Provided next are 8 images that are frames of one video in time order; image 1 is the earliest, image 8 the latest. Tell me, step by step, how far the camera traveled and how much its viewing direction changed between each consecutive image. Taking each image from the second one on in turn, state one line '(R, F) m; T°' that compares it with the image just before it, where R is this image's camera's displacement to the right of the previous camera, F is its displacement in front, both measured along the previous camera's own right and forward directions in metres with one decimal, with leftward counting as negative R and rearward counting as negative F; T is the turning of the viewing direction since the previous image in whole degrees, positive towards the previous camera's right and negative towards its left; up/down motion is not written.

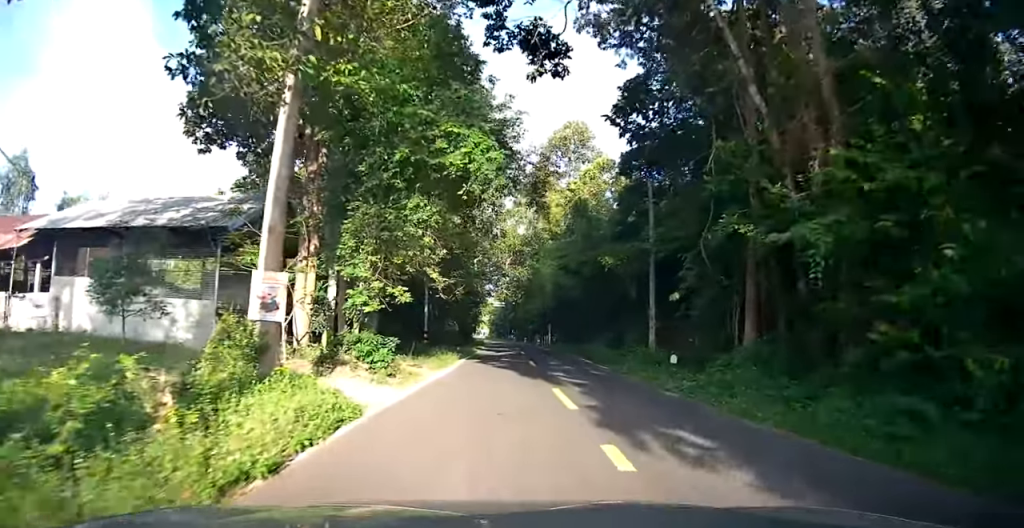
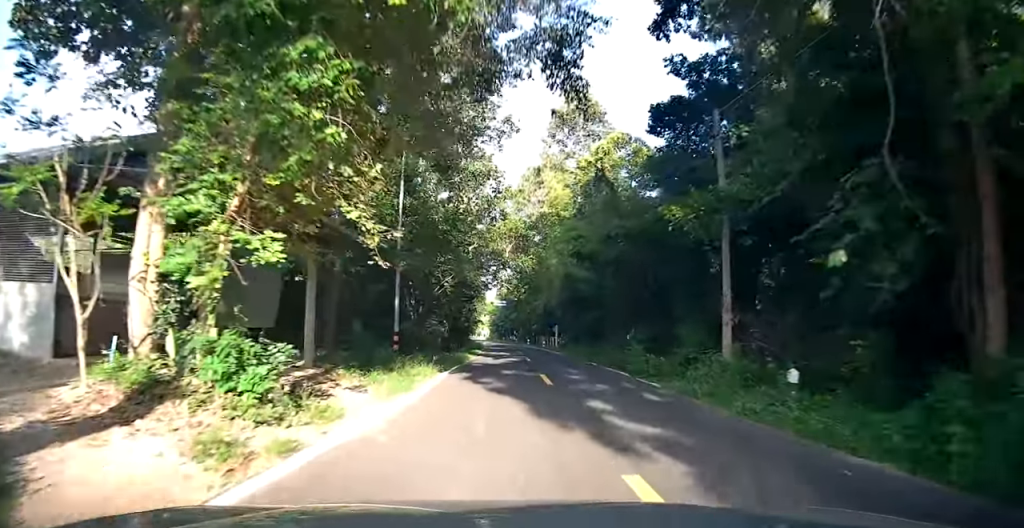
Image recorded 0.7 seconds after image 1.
(-0.1, +7.2) m; 0°
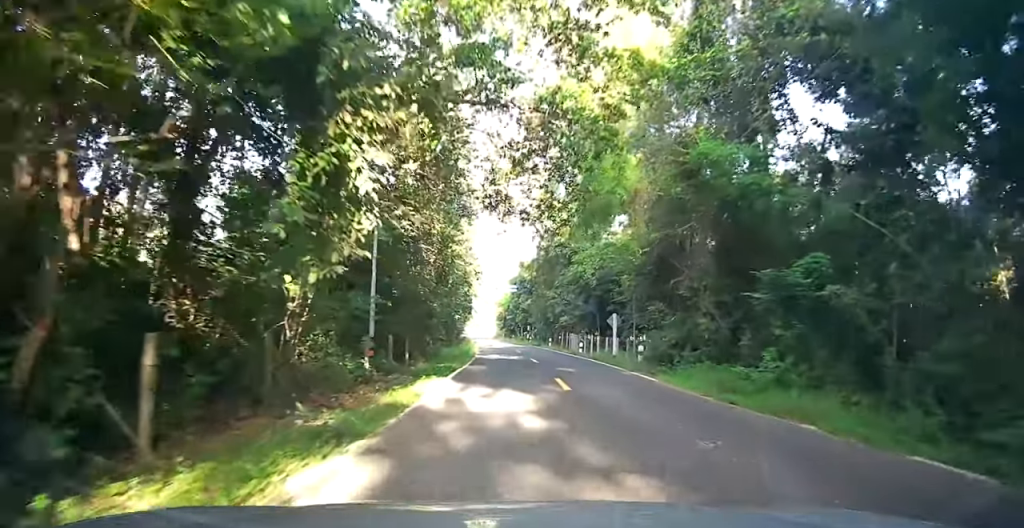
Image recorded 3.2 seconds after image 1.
(0.0, +24.2) m; -1°
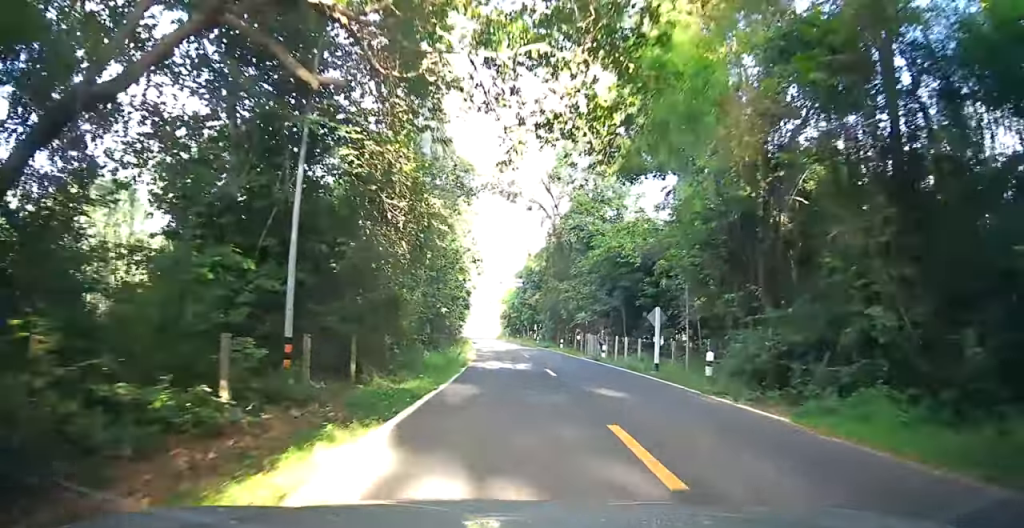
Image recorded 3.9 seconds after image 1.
(0.0, +7.0) m; 0°
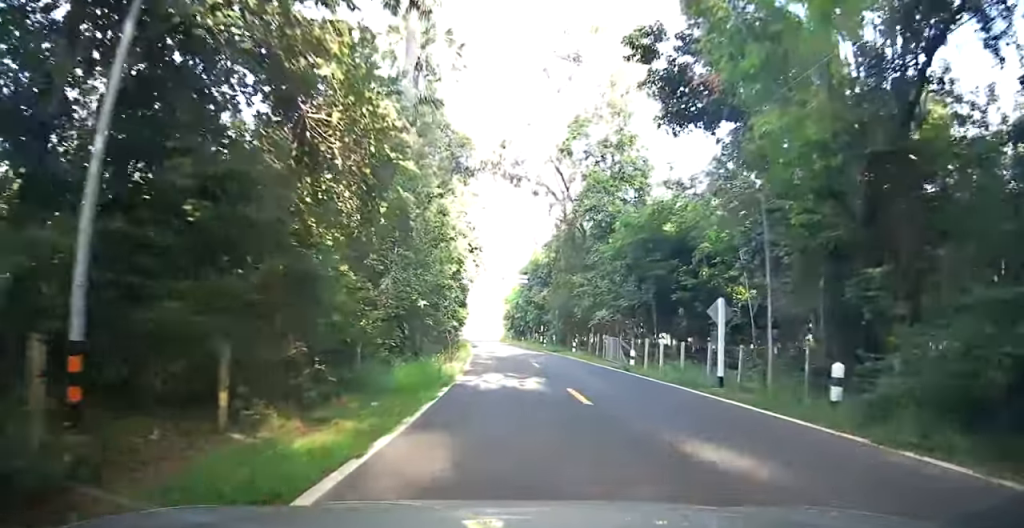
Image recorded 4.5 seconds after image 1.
(-0.1, +5.9) m; 0°
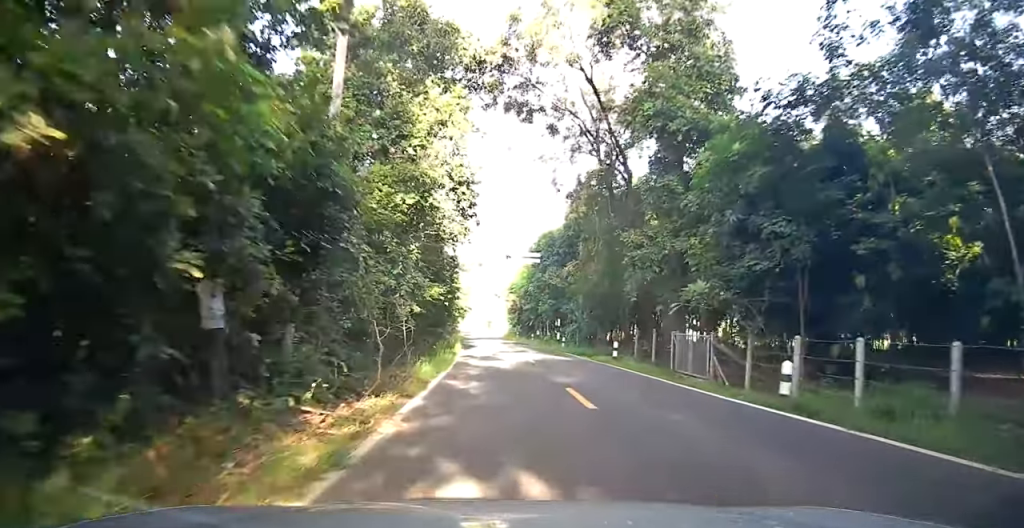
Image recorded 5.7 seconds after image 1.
(+0.3, +12.7) m; +2°
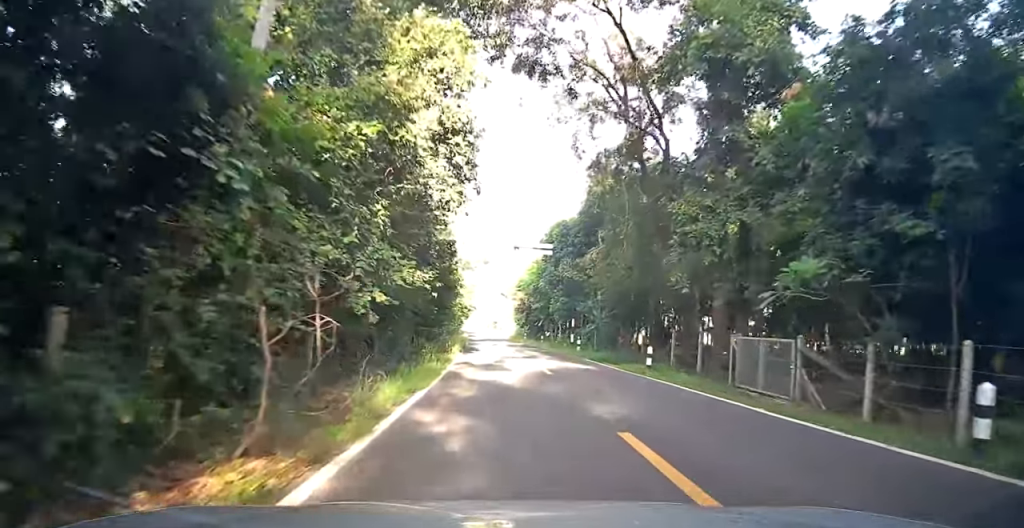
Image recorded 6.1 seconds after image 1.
(0.0, +4.8) m; -1°
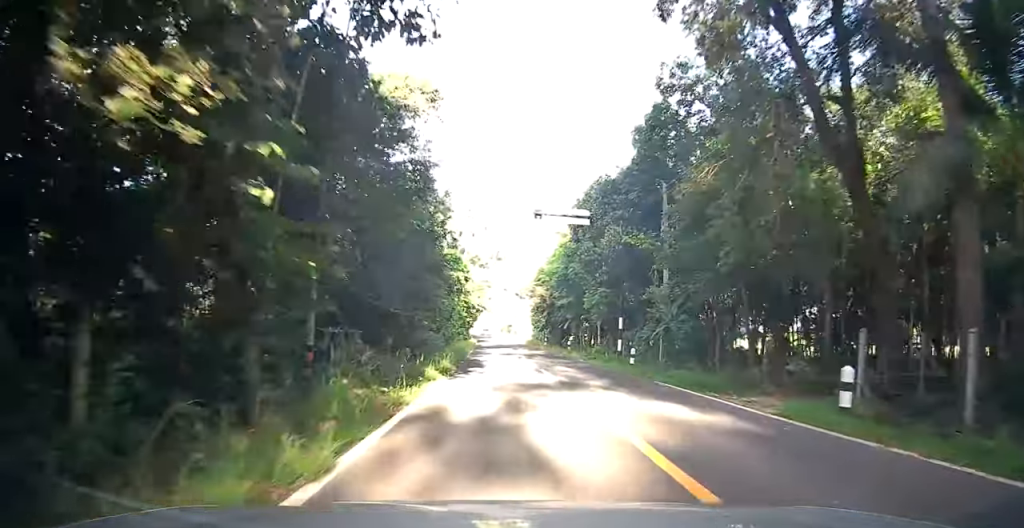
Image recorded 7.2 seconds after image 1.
(-0.3, +11.0) m; -3°
